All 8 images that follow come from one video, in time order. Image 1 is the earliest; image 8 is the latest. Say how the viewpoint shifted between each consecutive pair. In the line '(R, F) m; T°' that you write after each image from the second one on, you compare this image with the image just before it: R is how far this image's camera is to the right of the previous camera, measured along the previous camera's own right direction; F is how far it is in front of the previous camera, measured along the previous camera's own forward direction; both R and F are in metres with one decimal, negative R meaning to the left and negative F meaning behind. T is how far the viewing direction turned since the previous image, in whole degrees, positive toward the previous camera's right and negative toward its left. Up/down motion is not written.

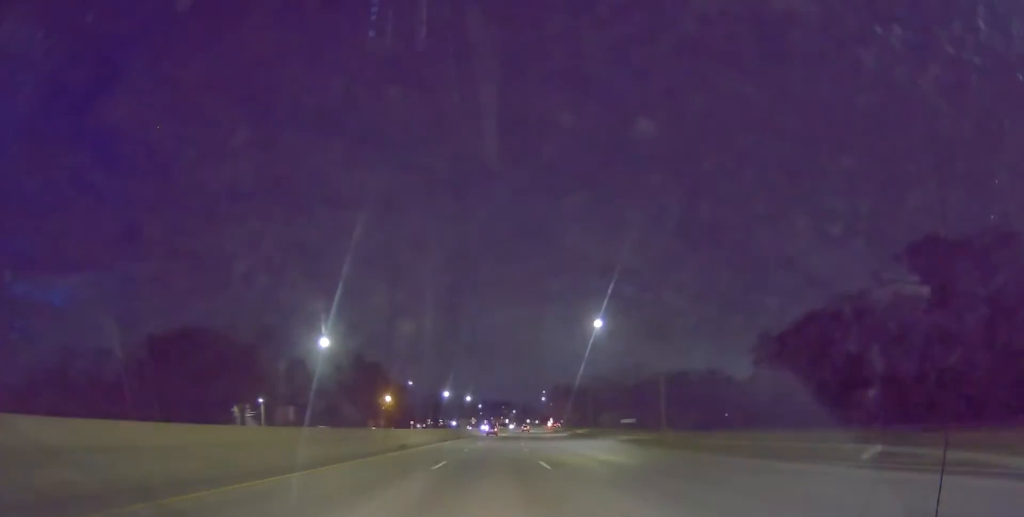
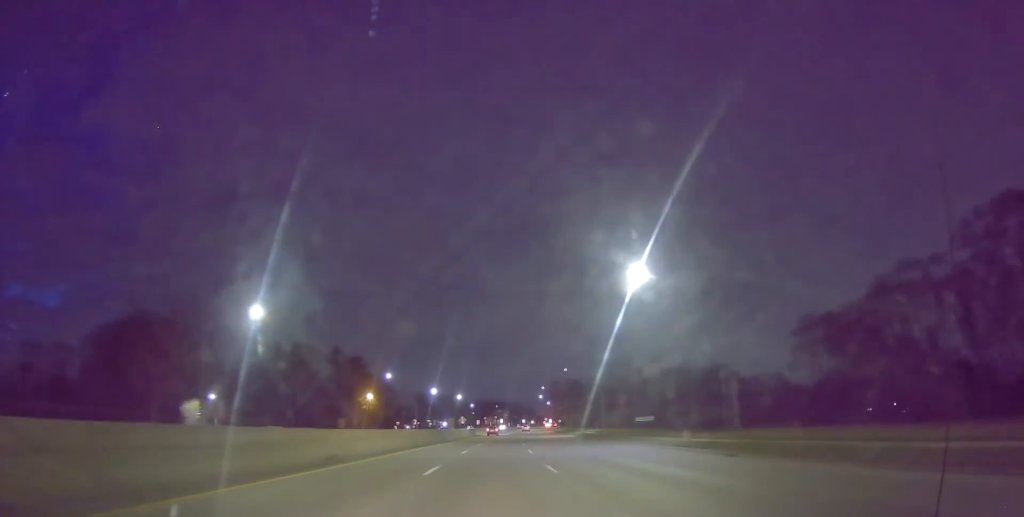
(-0.4, +17.4) m; 0°
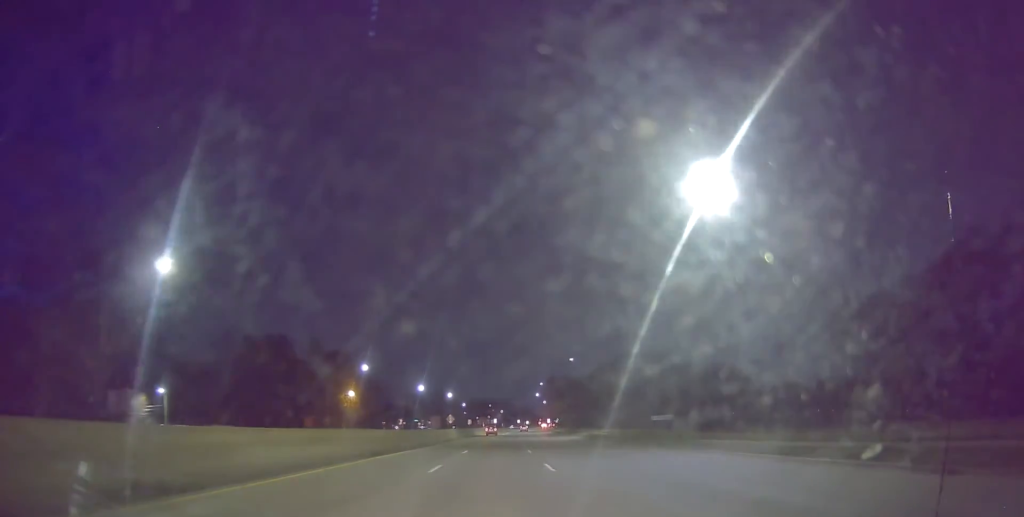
(+0.2, +14.1) m; +1°
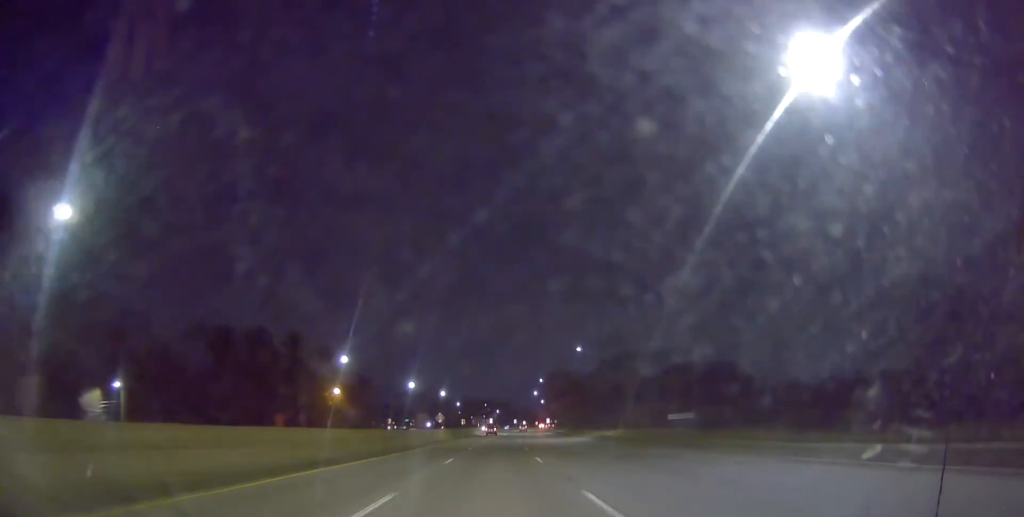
(0.0, +10.2) m; +1°
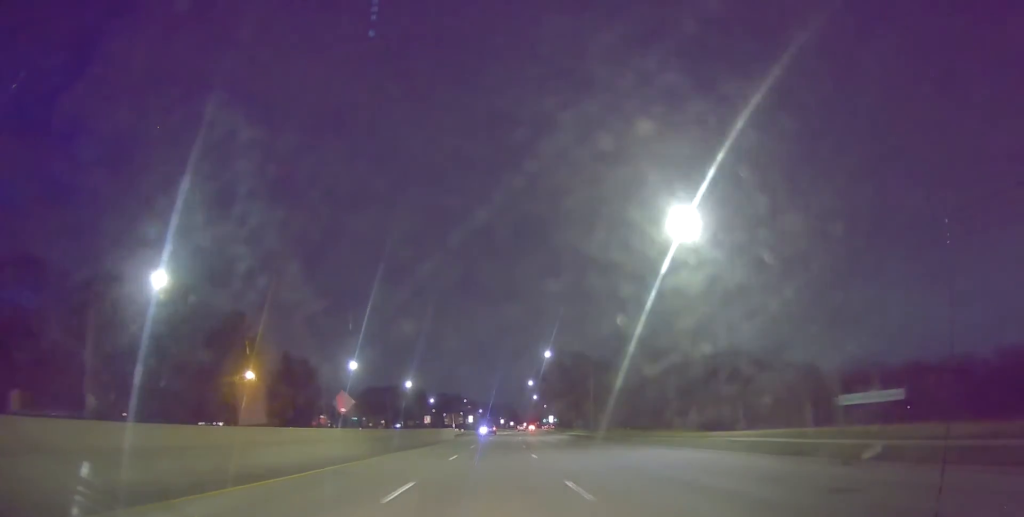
(+1.4, +43.0) m; +3°
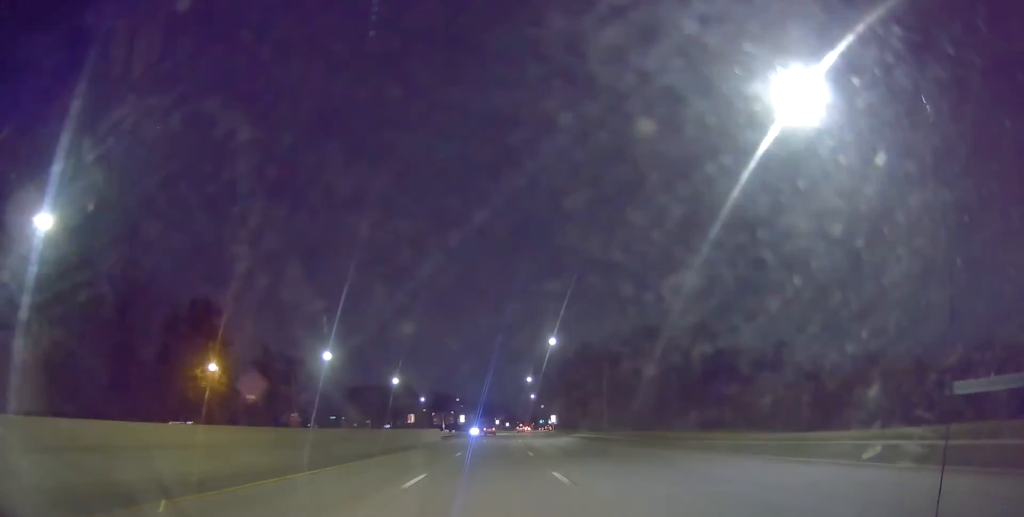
(-0.1, +12.6) m; 0°
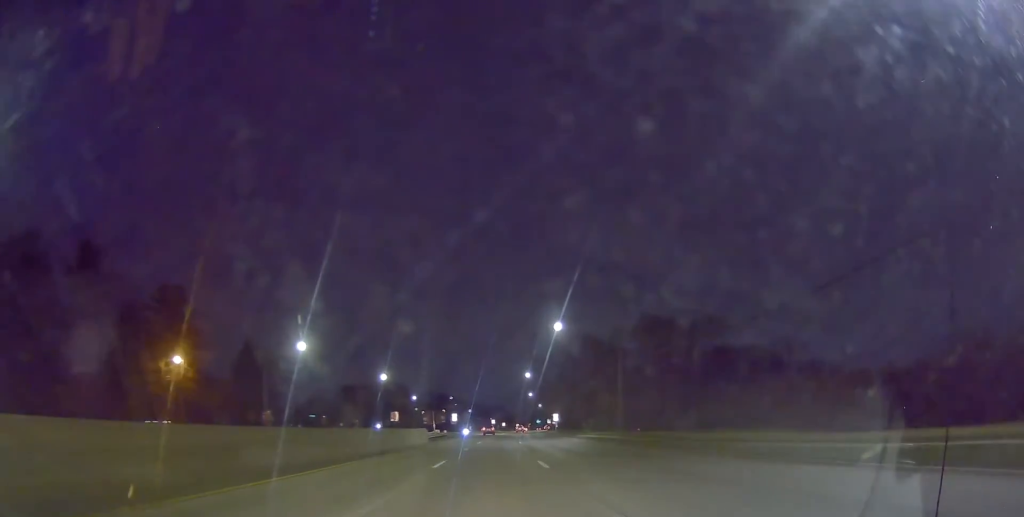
(+0.2, +9.3) m; -1°
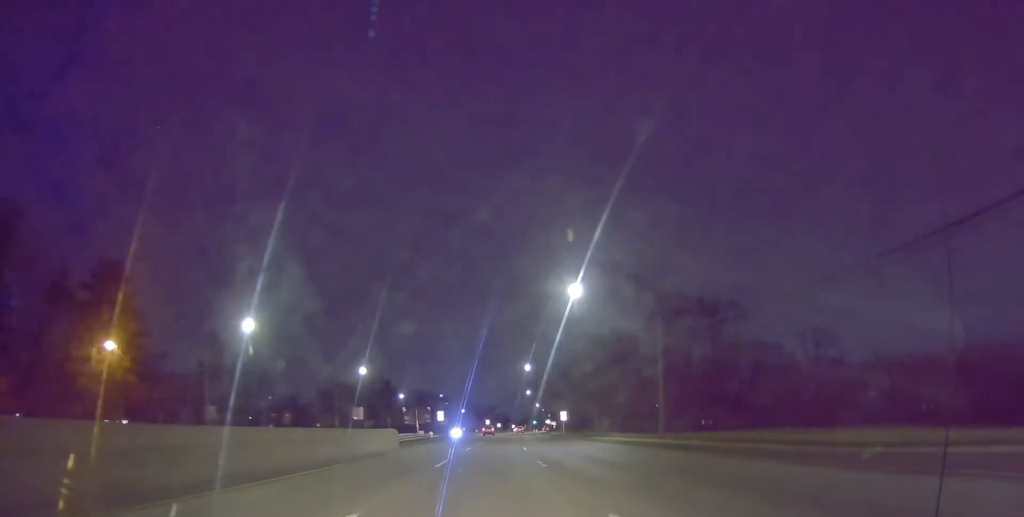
(-0.2, +14.6) m; 0°
